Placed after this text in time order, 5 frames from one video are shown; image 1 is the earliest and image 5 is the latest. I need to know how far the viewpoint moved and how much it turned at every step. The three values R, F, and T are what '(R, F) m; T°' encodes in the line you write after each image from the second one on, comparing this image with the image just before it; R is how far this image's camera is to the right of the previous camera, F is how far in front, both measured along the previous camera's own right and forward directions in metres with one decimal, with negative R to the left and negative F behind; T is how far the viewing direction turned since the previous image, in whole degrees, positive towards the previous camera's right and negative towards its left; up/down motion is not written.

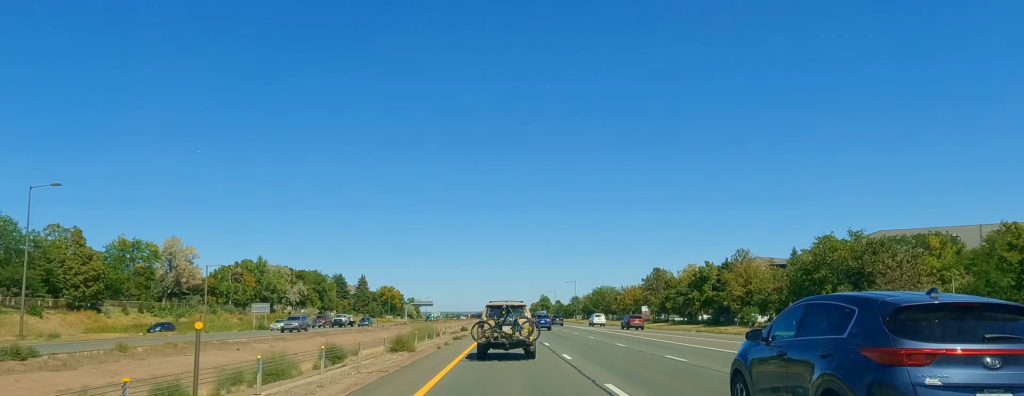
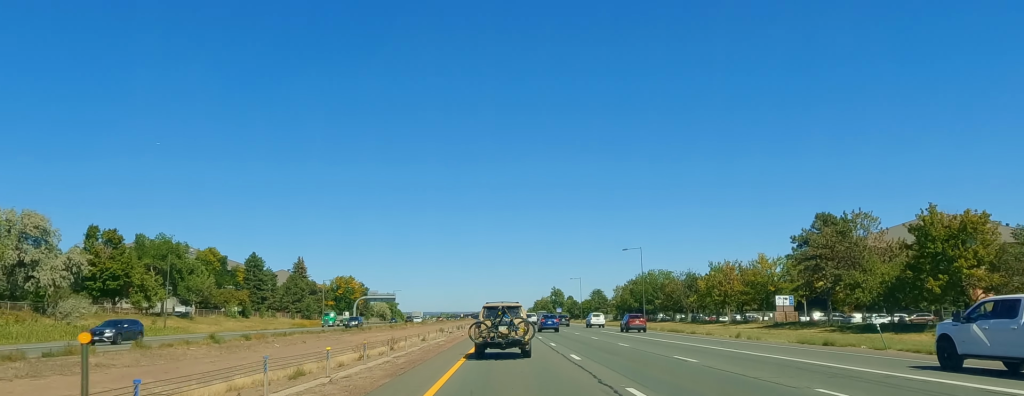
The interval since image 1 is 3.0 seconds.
(+2.0, +99.6) m; +1°
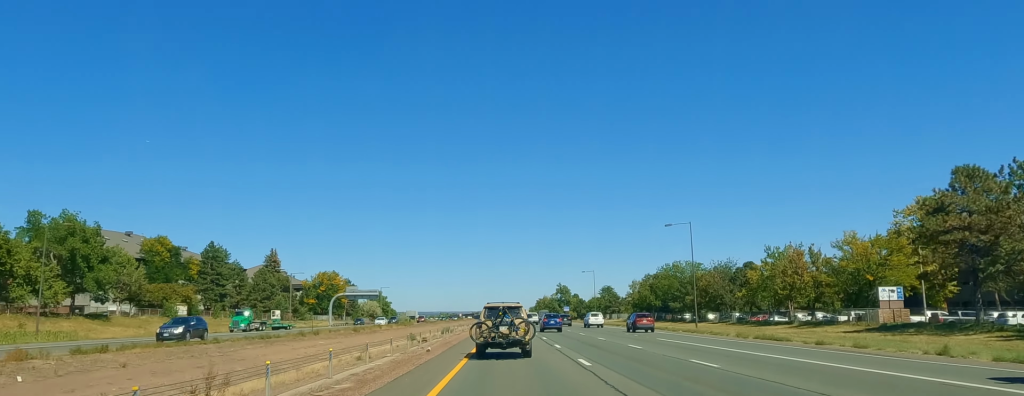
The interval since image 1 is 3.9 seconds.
(+0.5, +27.6) m; 0°
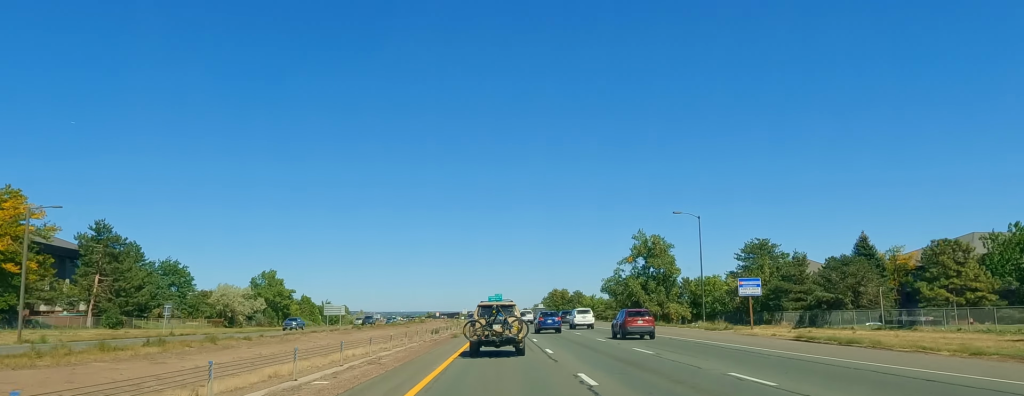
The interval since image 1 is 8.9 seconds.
(-0.9, +166.7) m; 0°
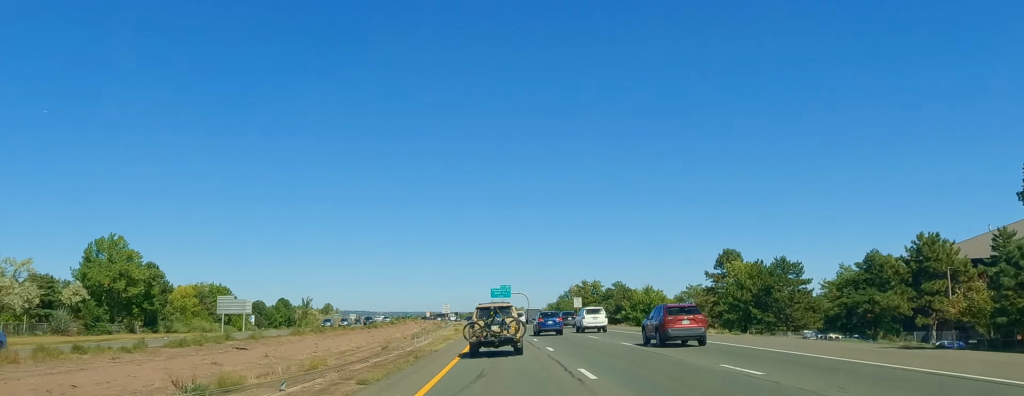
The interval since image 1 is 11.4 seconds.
(-0.1, +84.7) m; -1°
